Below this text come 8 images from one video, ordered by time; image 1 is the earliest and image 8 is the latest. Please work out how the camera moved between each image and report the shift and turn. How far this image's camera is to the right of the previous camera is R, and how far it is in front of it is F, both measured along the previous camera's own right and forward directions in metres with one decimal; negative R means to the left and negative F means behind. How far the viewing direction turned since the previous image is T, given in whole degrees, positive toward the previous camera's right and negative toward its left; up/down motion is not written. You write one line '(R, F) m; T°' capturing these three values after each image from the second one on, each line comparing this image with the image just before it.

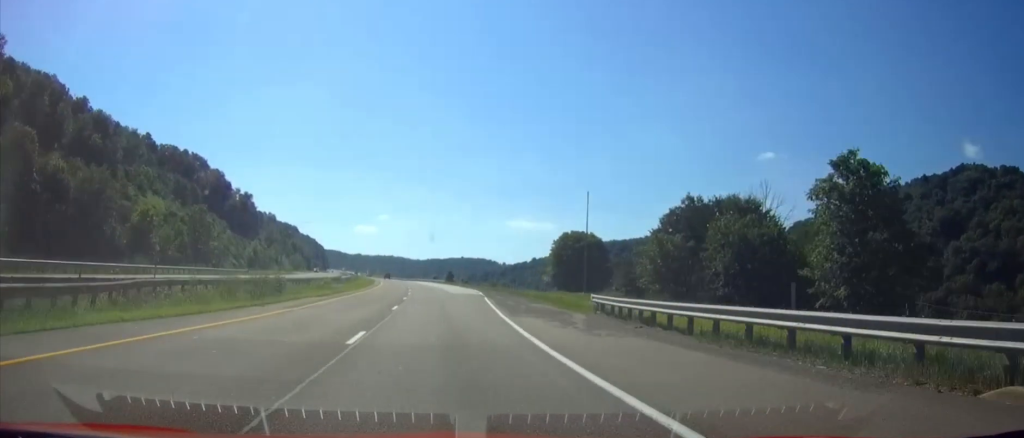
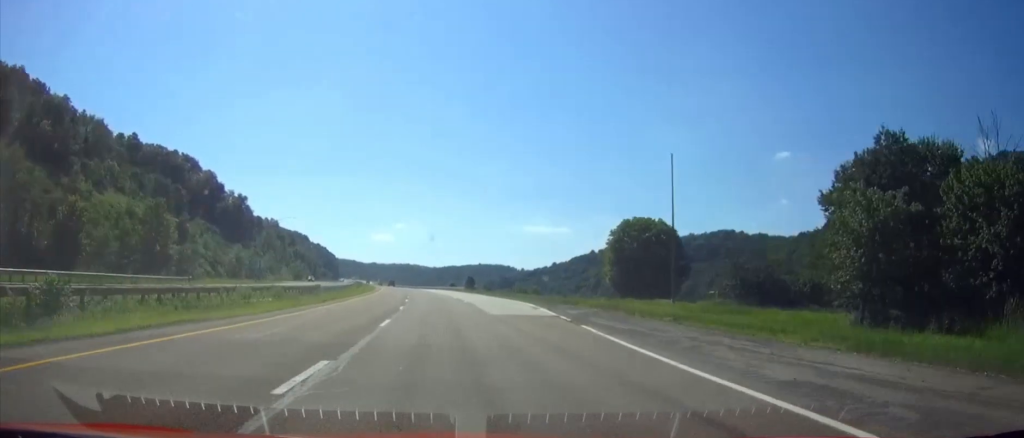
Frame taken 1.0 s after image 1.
(-0.5, +33.6) m; -1°
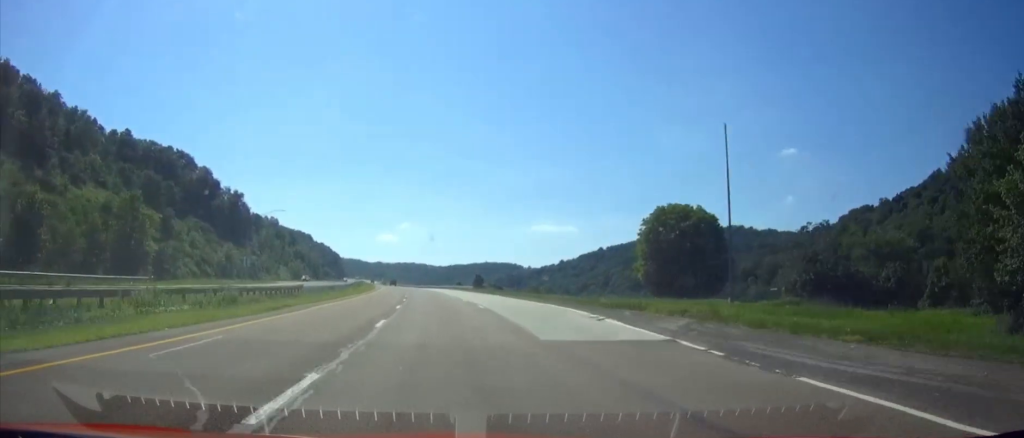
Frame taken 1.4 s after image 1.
(0.0, +13.4) m; -1°
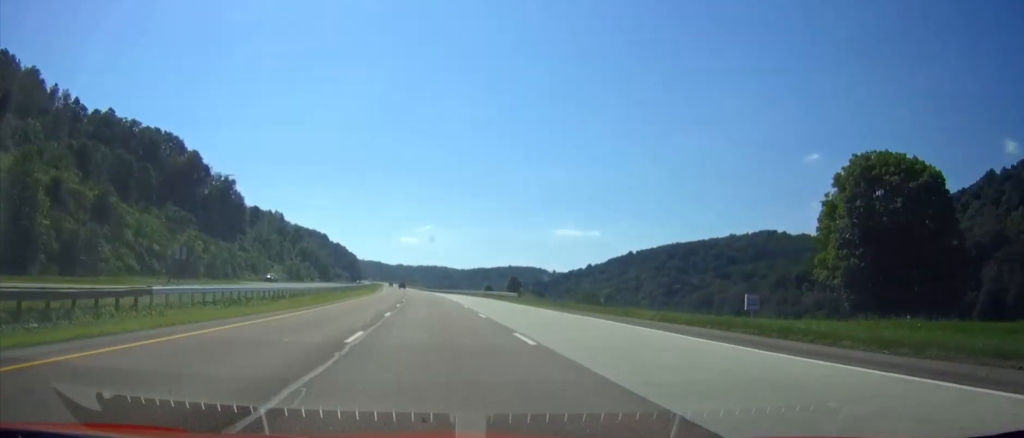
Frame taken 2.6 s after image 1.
(-0.6, +40.3) m; -2°
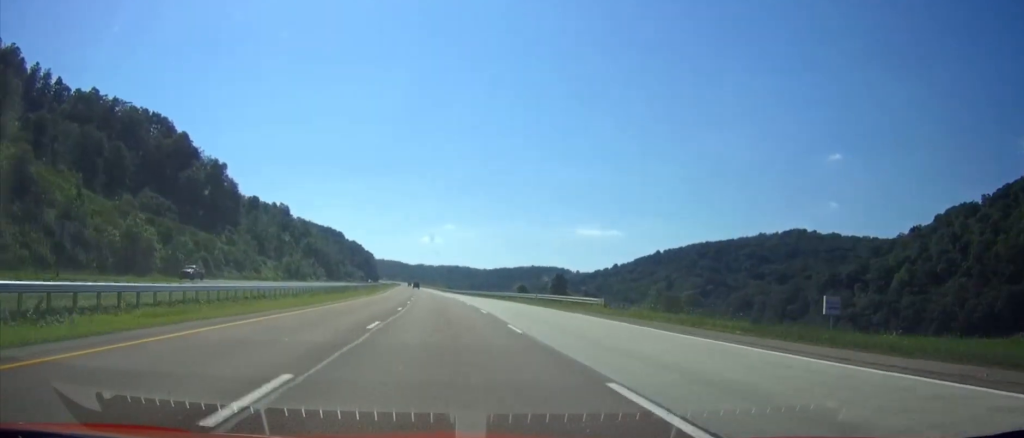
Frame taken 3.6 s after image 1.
(-0.4, +32.5) m; -1°
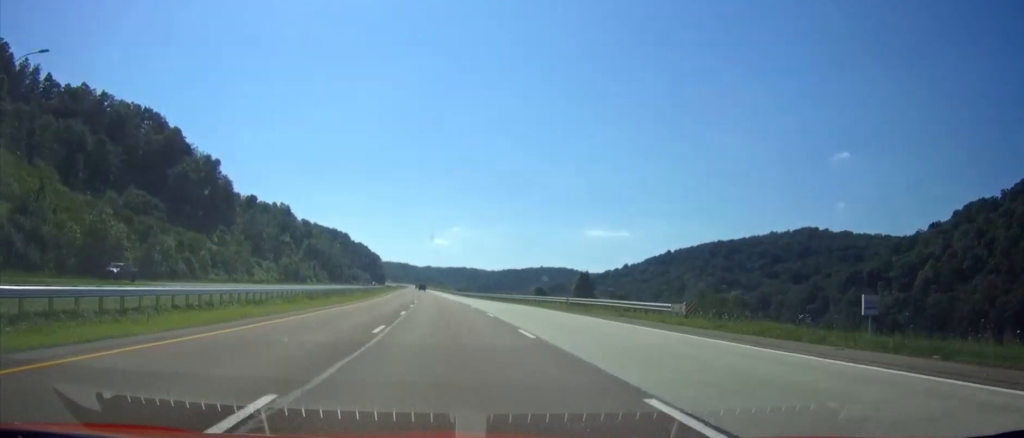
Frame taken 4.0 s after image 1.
(-0.1, +13.5) m; -1°
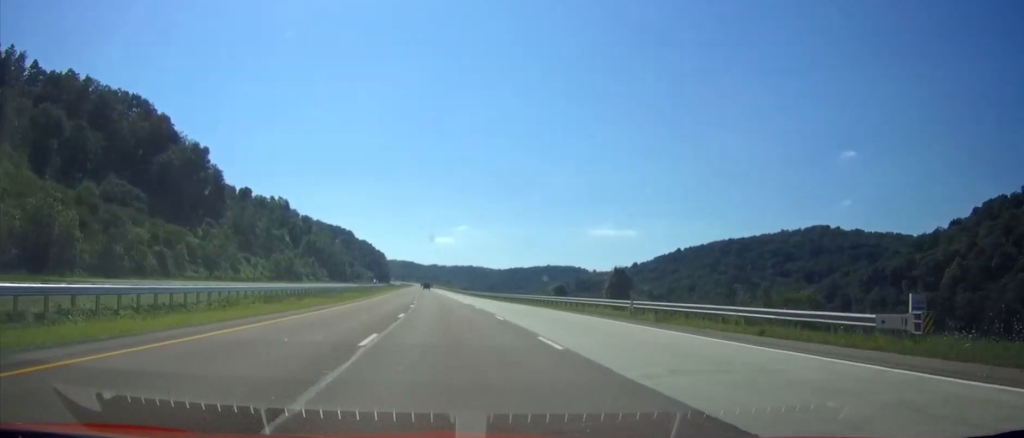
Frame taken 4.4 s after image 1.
(0.0, +15.7) m; -1°
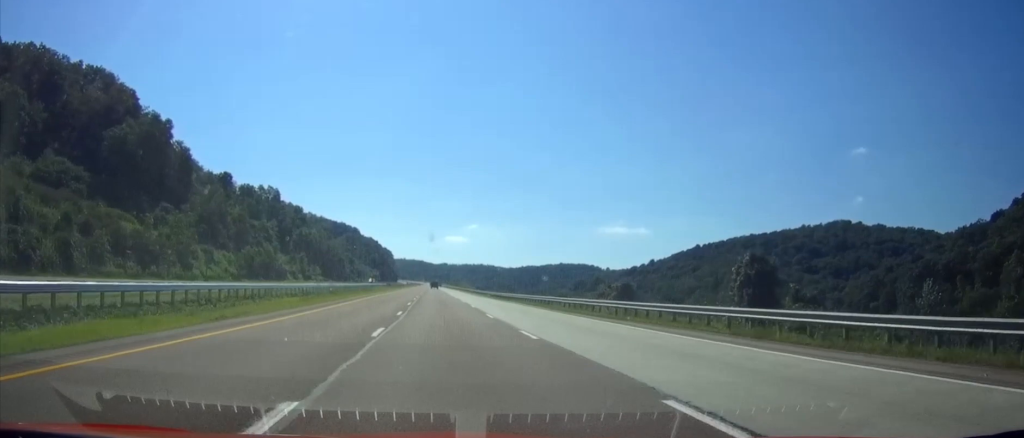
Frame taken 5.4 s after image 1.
(-0.3, +33.7) m; -1°
